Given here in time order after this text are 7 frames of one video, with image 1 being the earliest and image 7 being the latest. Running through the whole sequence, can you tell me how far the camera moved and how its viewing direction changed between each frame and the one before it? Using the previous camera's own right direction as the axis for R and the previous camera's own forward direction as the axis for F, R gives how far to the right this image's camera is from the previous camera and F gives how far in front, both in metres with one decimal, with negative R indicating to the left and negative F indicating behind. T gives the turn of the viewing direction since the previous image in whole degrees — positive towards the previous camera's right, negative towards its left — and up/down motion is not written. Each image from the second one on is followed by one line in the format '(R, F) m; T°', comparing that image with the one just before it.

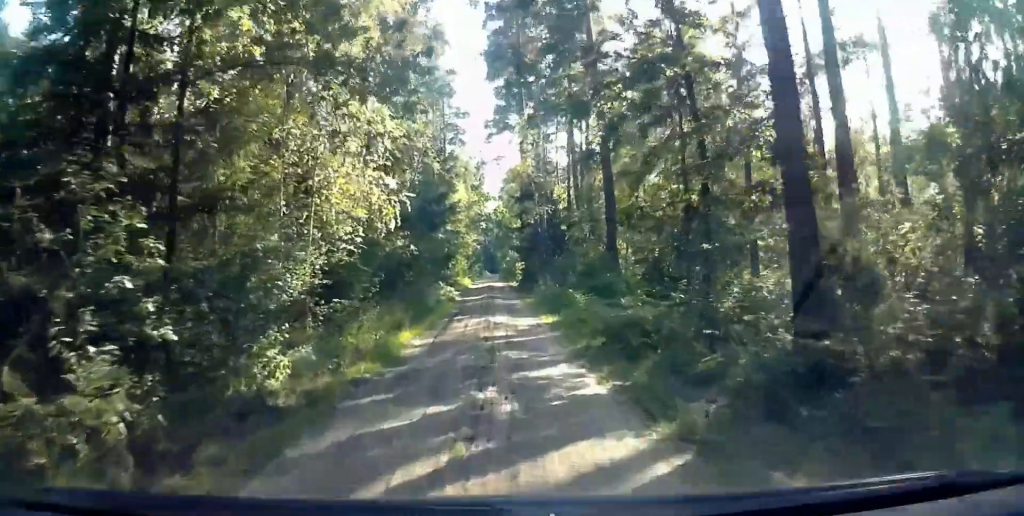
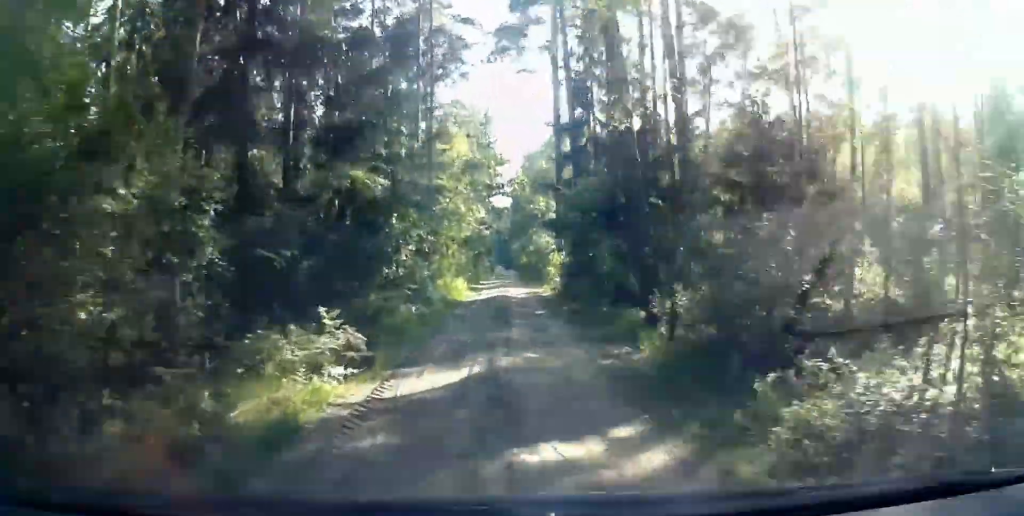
(-0.4, +25.8) m; -2°
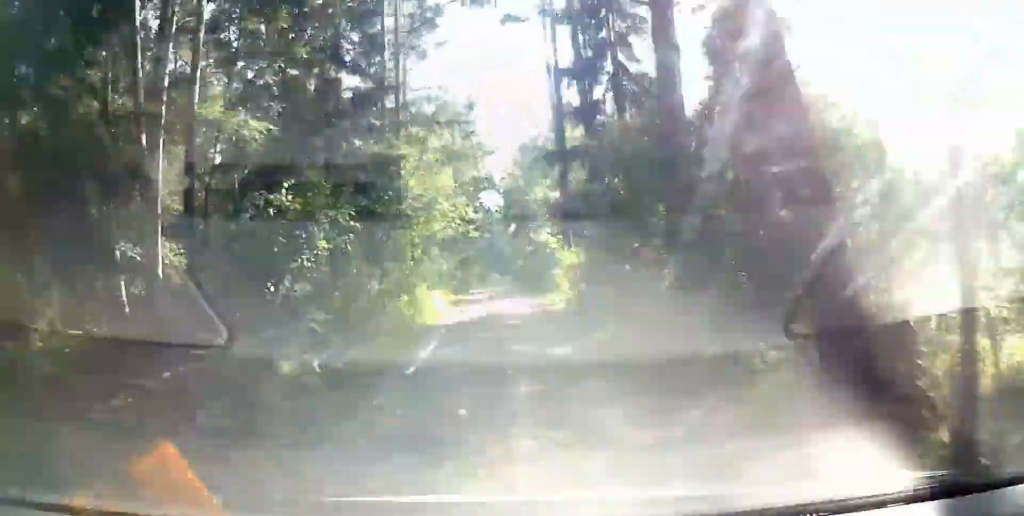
(0.0, +8.5) m; +1°
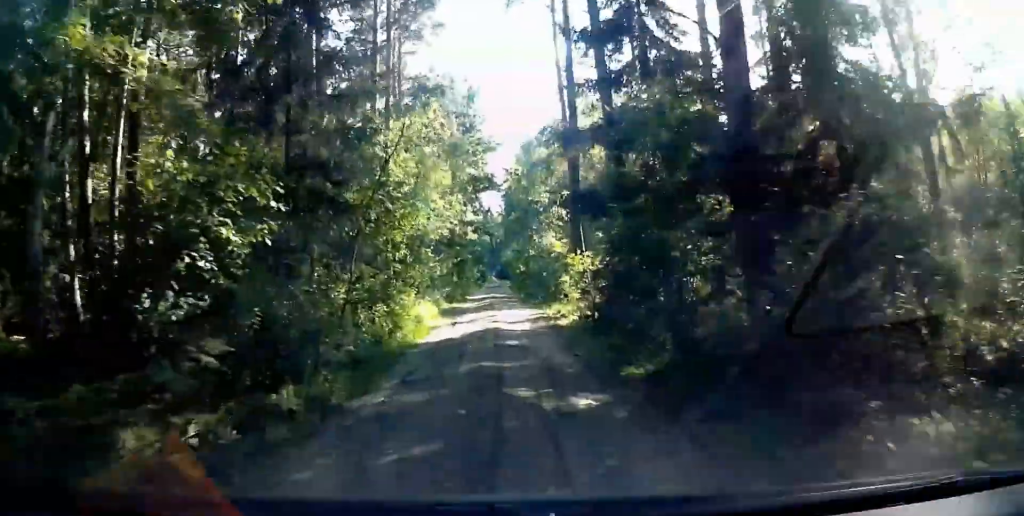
(0.0, +3.6) m; 0°
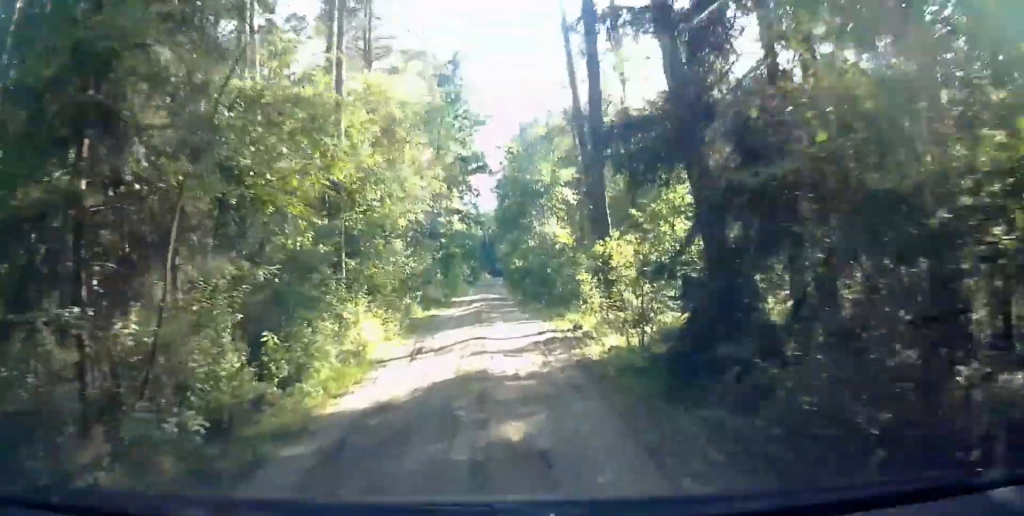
(+0.1, +7.3) m; -1°
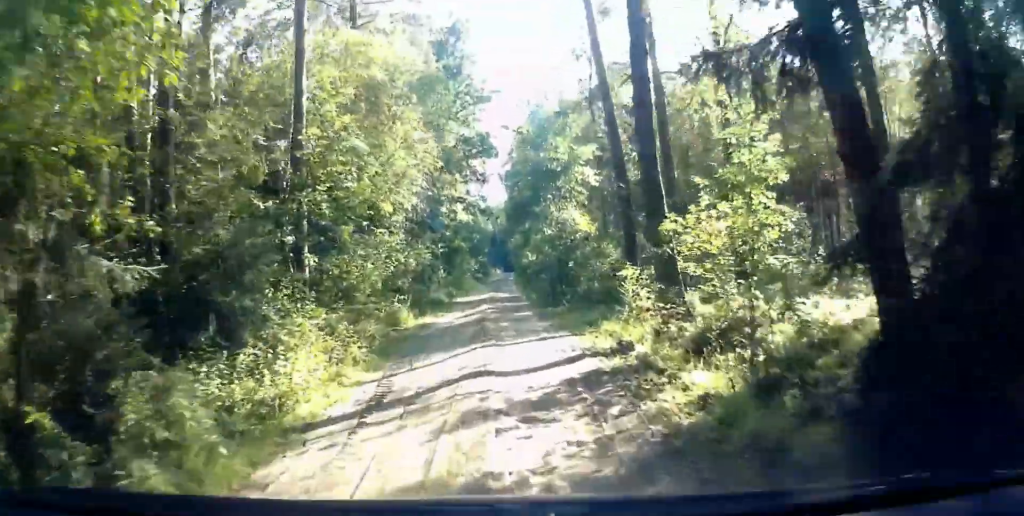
(0.0, +4.7) m; -1°
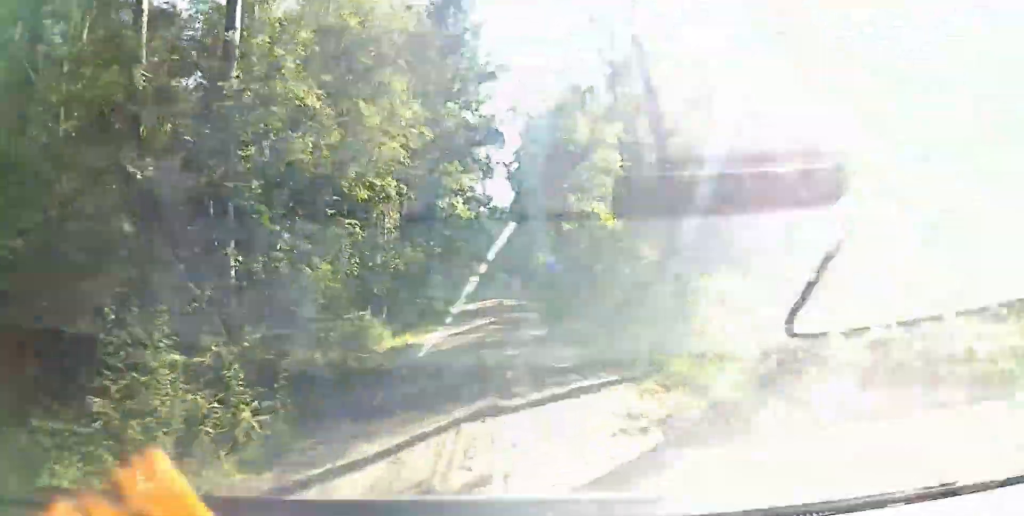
(-0.1, +4.5) m; 0°
